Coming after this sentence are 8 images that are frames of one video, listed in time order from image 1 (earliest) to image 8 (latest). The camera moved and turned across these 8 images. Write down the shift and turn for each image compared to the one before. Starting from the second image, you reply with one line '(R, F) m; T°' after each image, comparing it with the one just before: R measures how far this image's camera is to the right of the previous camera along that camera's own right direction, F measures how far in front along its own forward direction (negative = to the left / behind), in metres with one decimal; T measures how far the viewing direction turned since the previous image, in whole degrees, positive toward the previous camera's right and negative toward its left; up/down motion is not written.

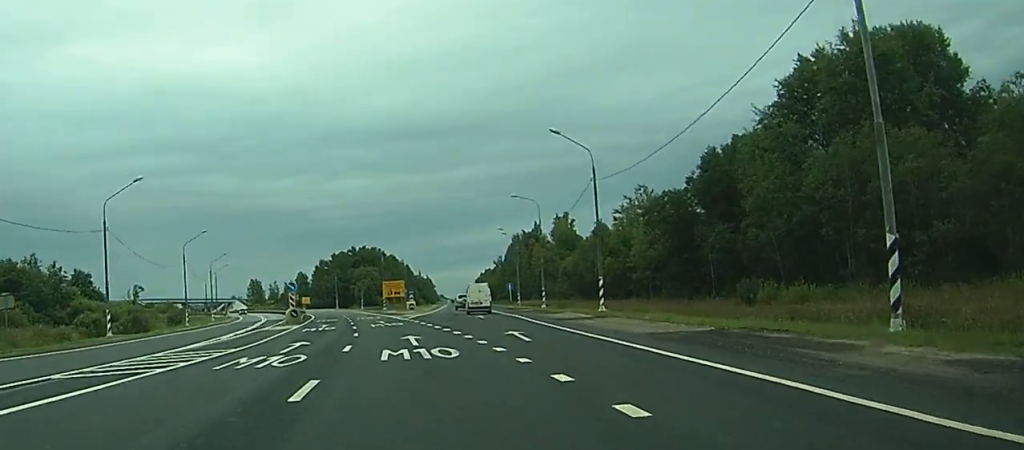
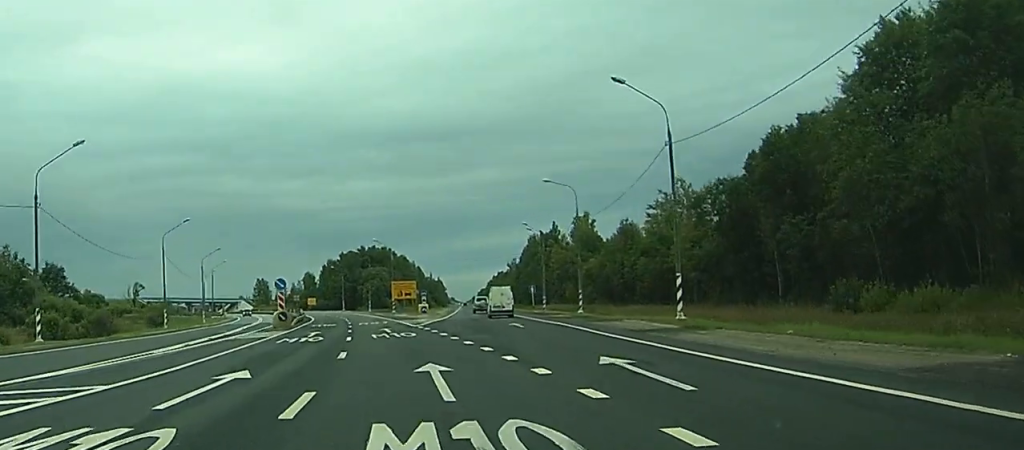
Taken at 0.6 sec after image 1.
(-0.1, +13.6) m; -1°
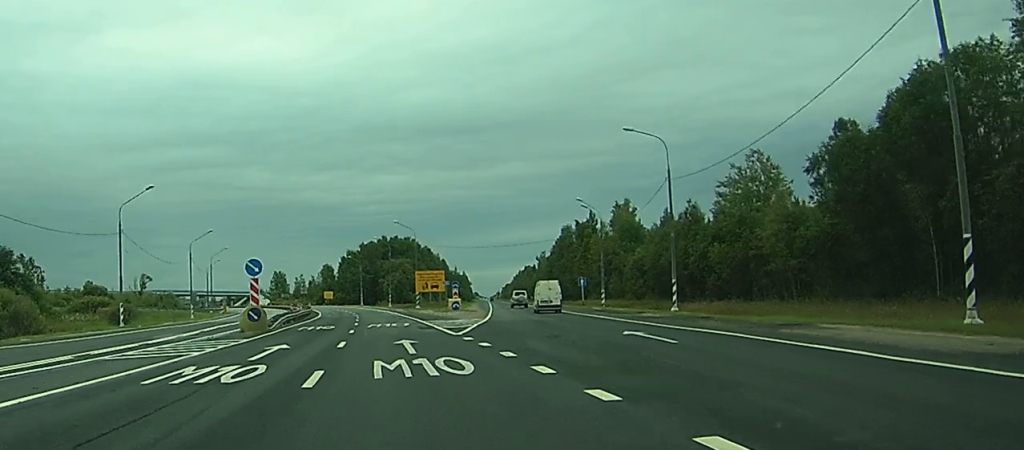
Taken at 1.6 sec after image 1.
(-0.2, +20.8) m; -1°
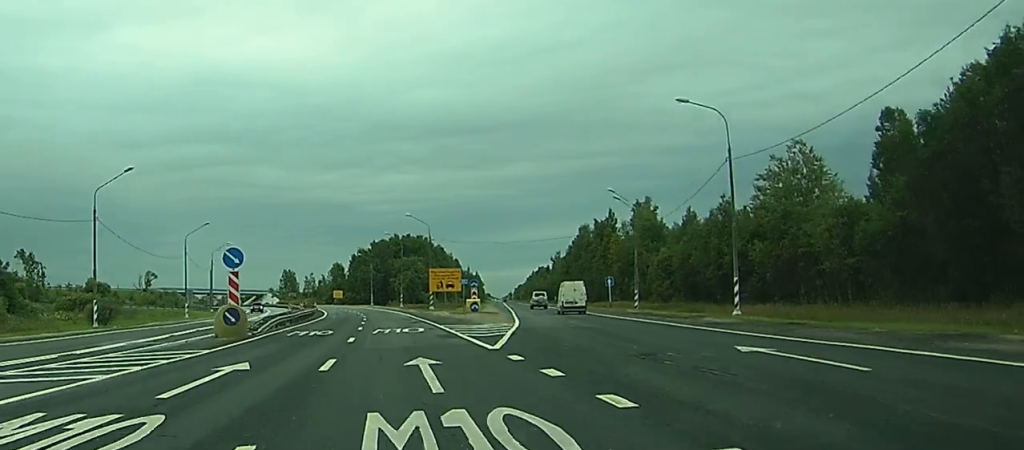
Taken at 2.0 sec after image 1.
(0.0, +8.6) m; -1°
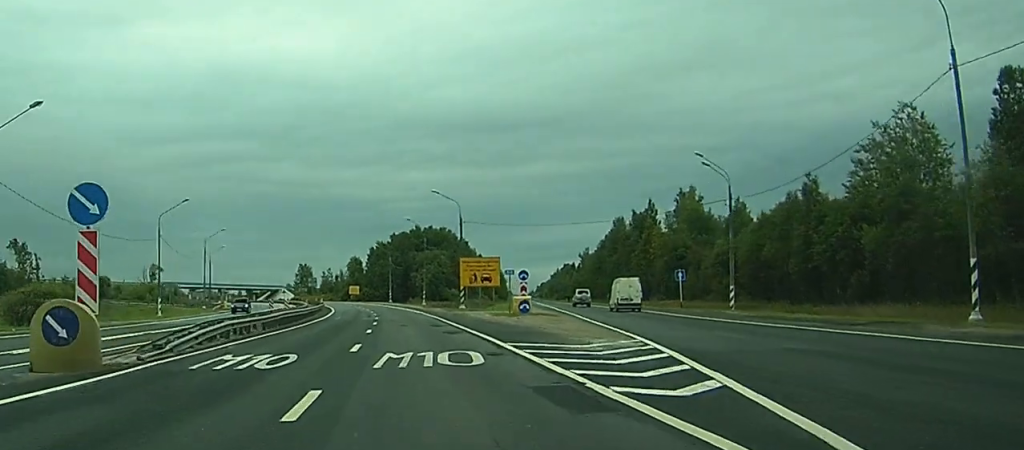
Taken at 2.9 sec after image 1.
(-0.2, +19.4) m; -1°
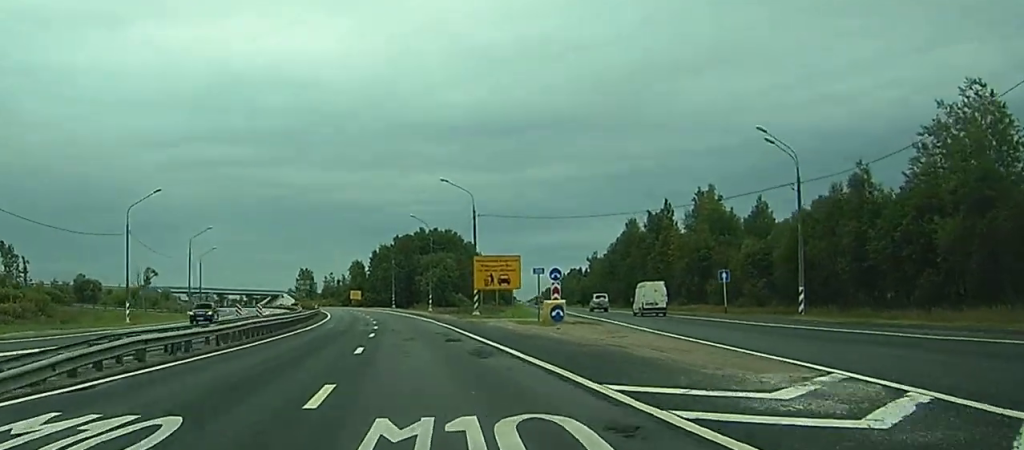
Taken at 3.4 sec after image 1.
(0.0, +10.7) m; -1°
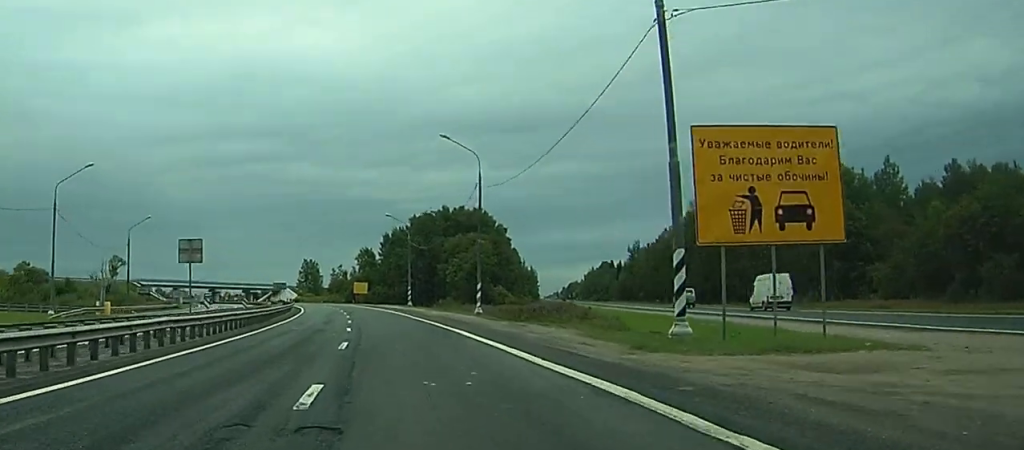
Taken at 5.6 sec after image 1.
(-0.9, +48.0) m; -2°
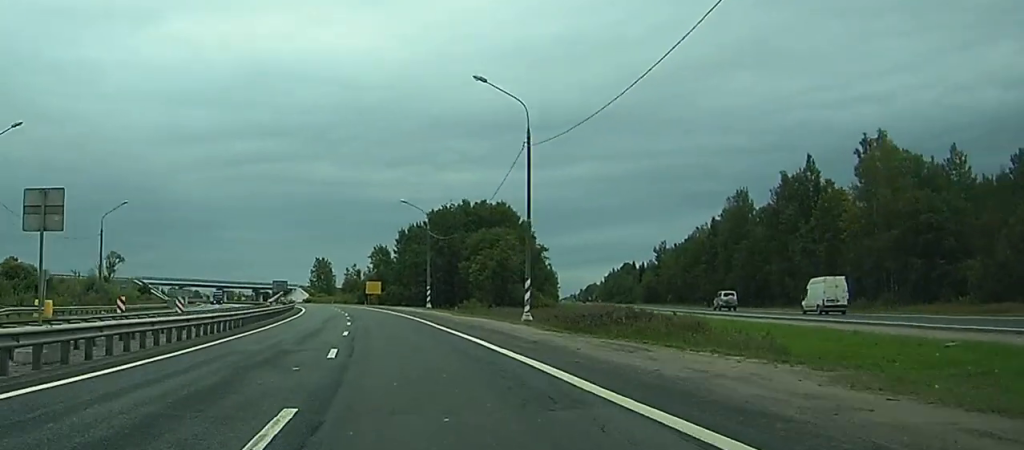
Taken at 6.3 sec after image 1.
(0.0, +15.0) m; -1°
